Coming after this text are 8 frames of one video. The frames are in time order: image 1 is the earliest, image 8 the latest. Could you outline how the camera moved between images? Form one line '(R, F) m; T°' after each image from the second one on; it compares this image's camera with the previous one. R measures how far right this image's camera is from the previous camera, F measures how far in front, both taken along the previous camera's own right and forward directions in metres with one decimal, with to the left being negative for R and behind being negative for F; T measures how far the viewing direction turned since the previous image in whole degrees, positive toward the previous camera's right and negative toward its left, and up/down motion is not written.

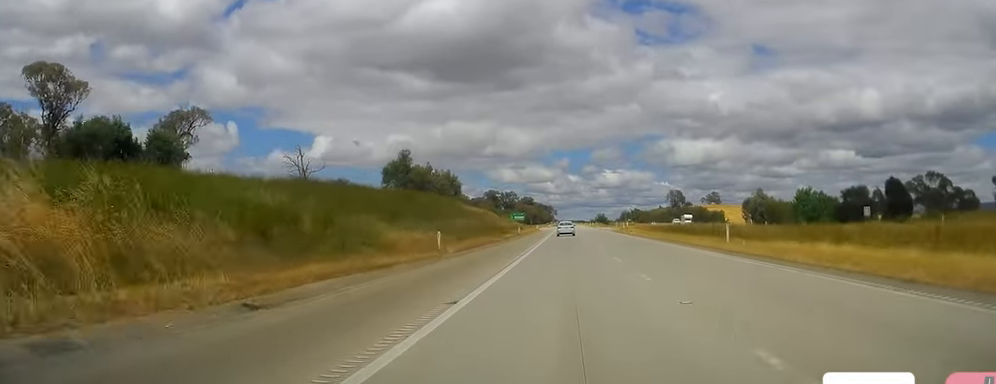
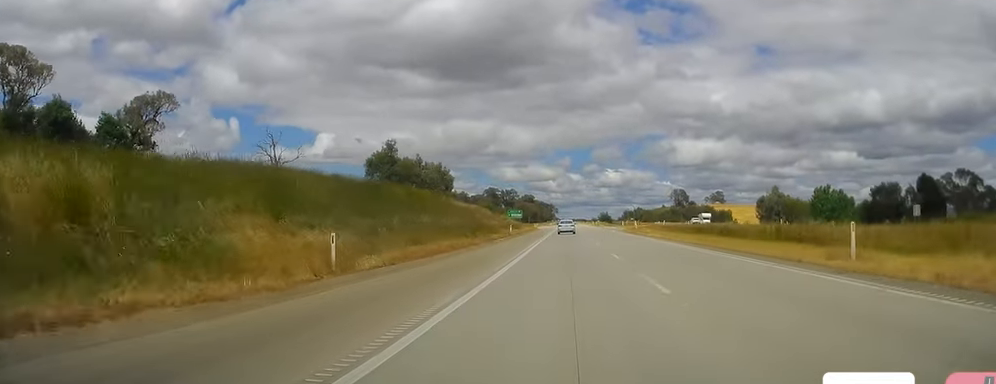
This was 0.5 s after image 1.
(+0.1, +15.4) m; +1°
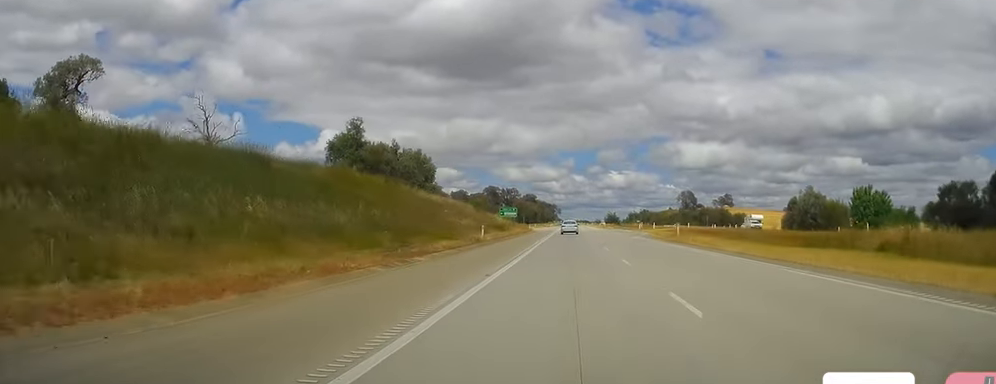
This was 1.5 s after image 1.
(+0.3, +27.8) m; 0°
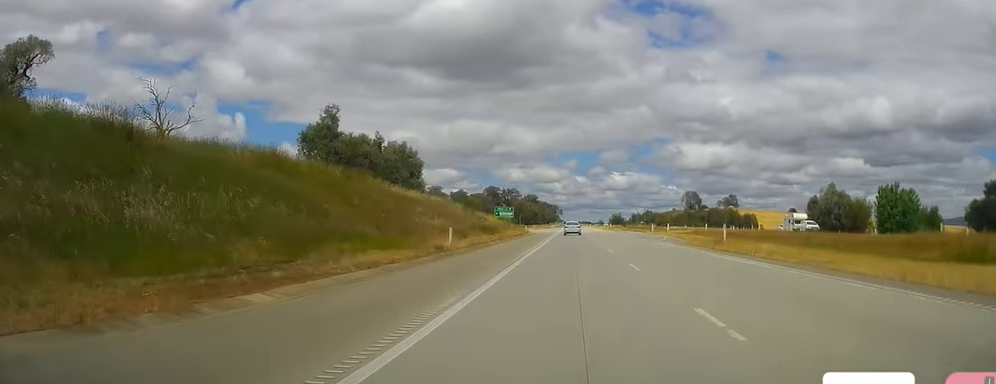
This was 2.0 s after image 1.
(+0.3, +14.4) m; 0°
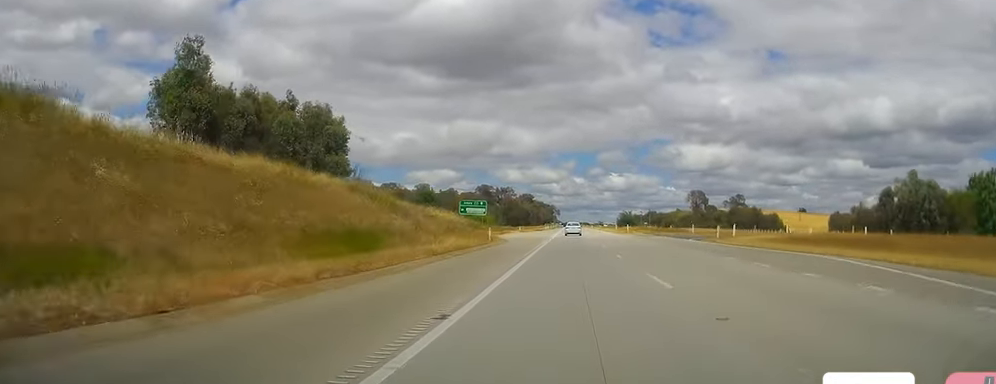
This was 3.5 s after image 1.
(-0.8, +42.6) m; -1°
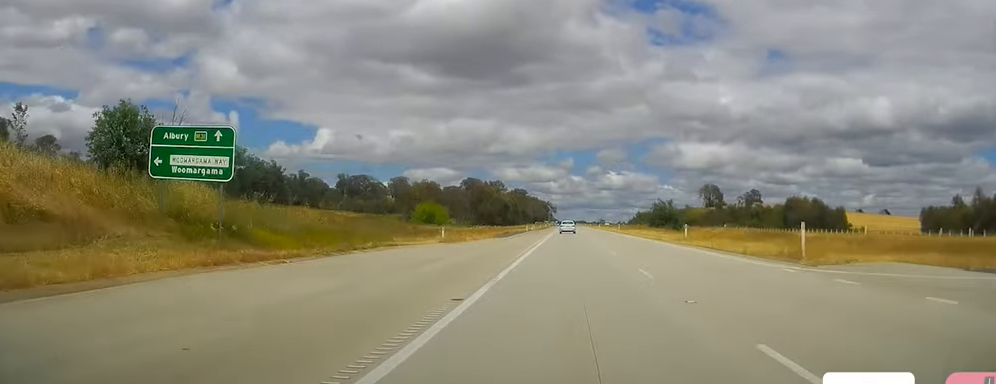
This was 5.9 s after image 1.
(+1.4, +71.9) m; +1°
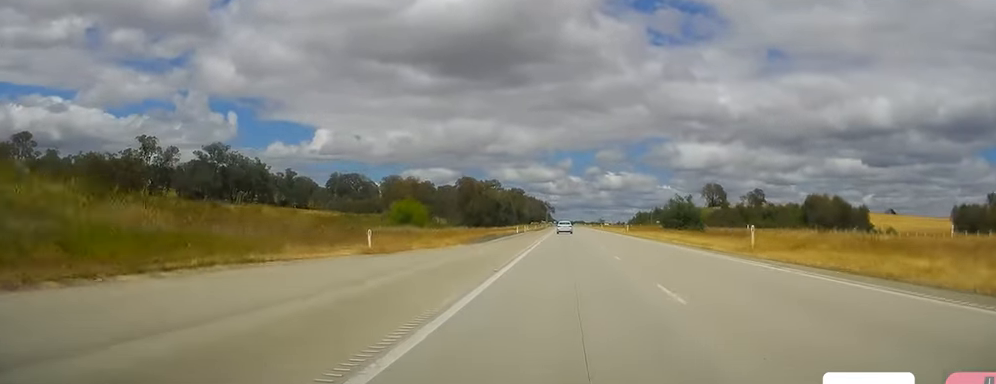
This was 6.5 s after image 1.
(-0.3, +17.4) m; 0°
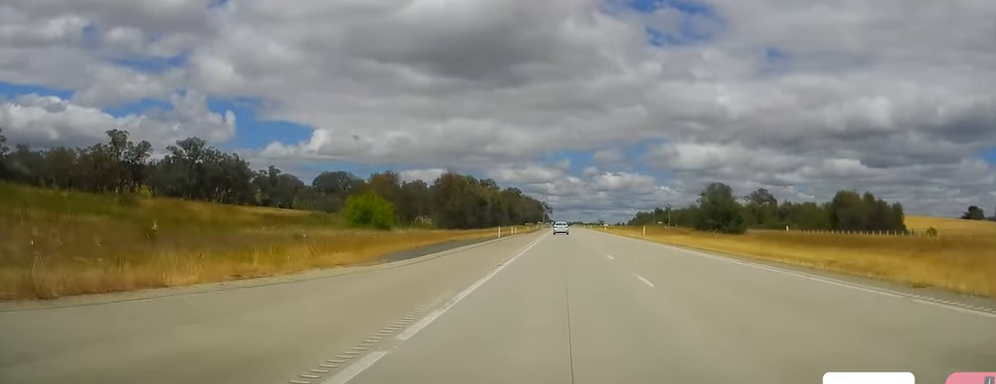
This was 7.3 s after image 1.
(-0.1, +21.3) m; 0°
